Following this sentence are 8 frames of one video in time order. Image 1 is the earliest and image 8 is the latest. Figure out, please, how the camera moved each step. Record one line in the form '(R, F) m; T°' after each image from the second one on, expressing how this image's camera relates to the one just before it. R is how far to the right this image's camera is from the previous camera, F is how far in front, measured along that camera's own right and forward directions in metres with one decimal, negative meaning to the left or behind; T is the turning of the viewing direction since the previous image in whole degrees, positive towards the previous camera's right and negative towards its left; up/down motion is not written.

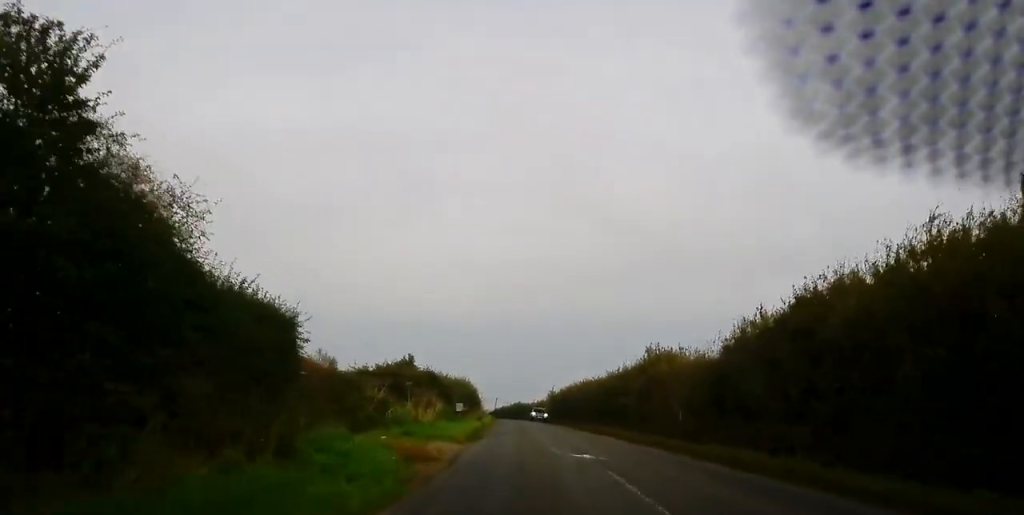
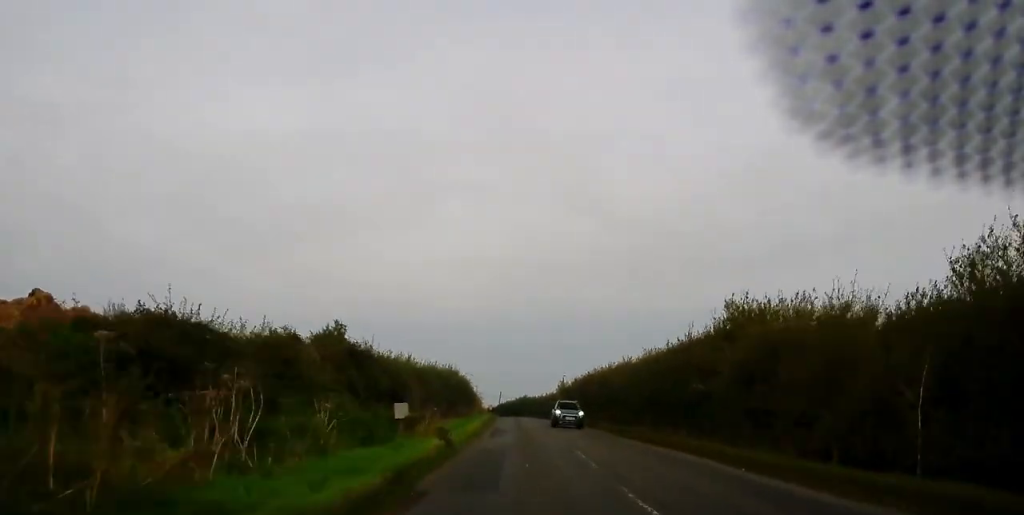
(-0.4, +19.8) m; +1°
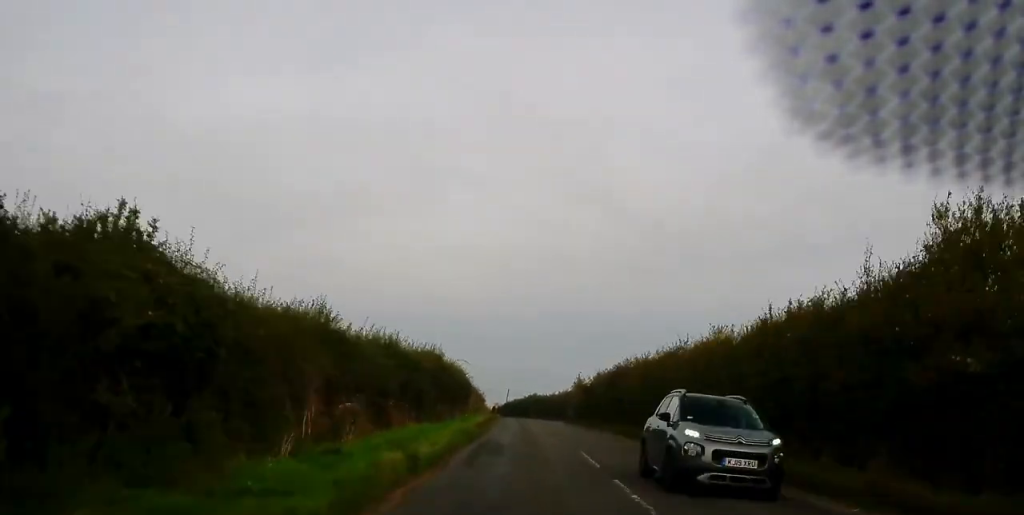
(+0.7, +16.9) m; +1°
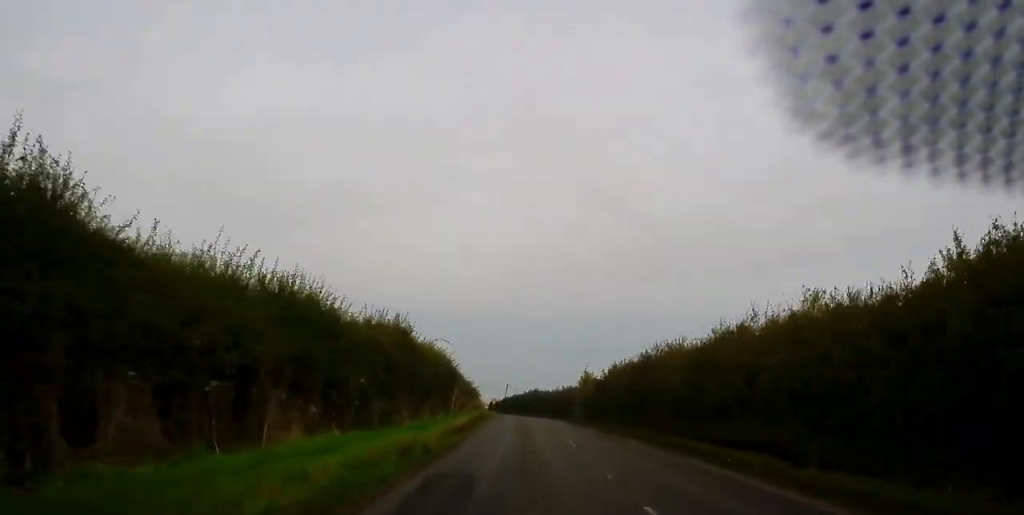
(-0.4, +12.3) m; -1°
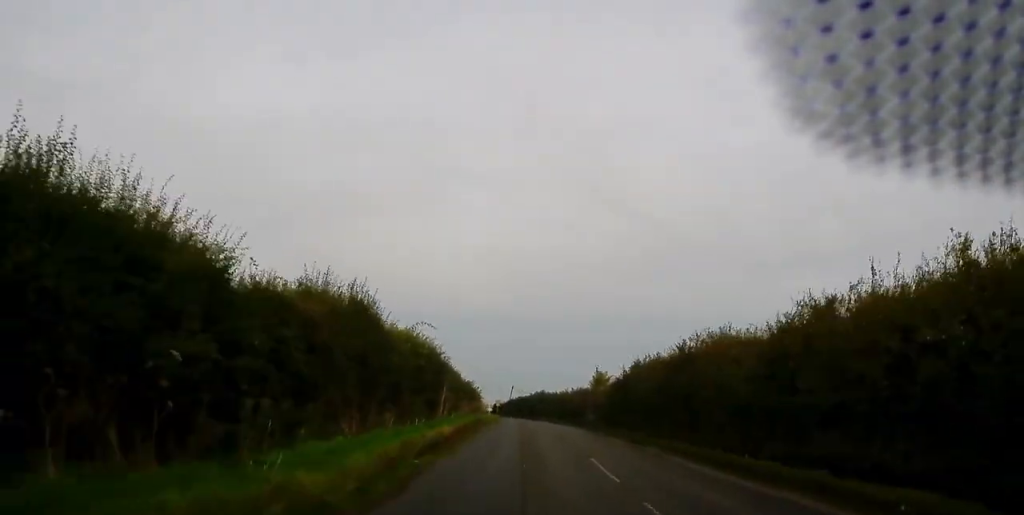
(-0.1, +8.9) m; -1°
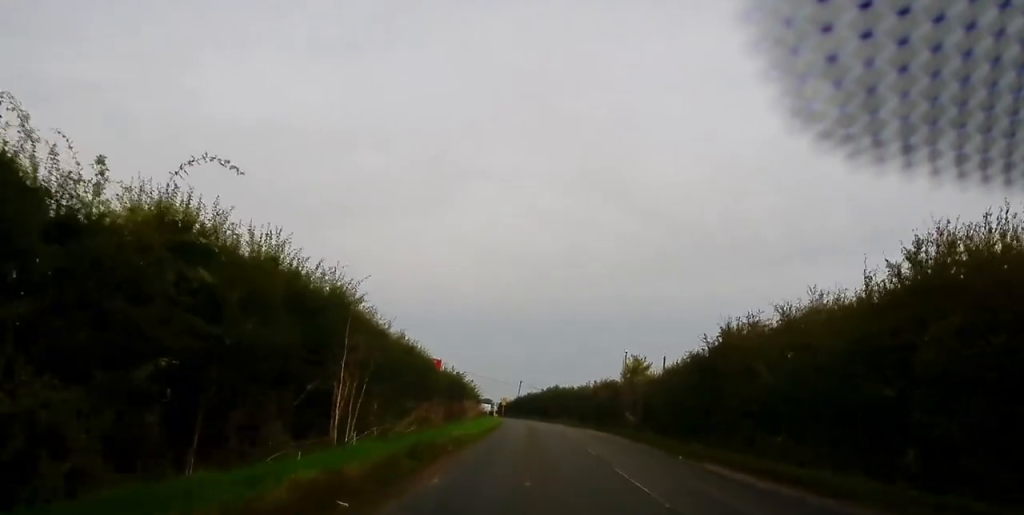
(-0.2, +20.7) m; -1°
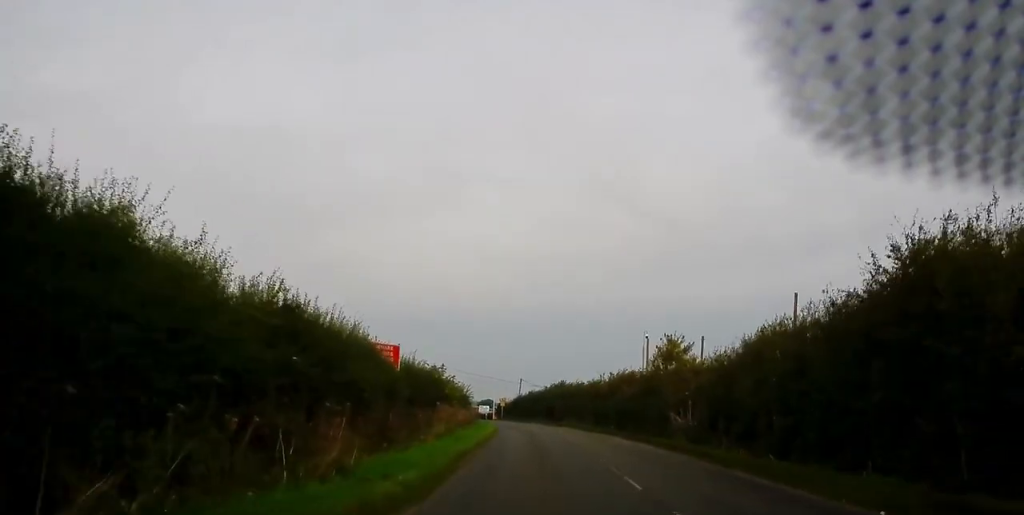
(-0.1, +14.7) m; 0°
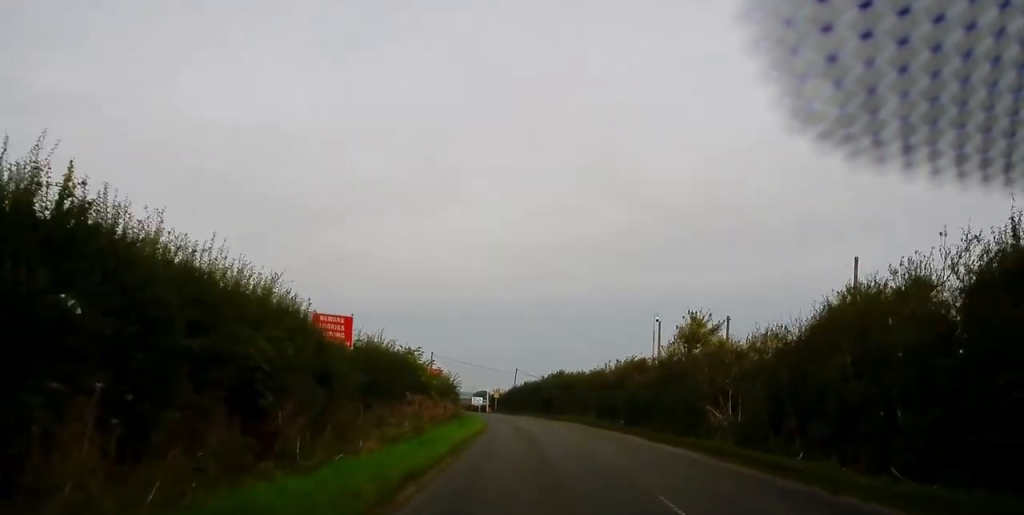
(+0.2, +7.7) m; 0°
